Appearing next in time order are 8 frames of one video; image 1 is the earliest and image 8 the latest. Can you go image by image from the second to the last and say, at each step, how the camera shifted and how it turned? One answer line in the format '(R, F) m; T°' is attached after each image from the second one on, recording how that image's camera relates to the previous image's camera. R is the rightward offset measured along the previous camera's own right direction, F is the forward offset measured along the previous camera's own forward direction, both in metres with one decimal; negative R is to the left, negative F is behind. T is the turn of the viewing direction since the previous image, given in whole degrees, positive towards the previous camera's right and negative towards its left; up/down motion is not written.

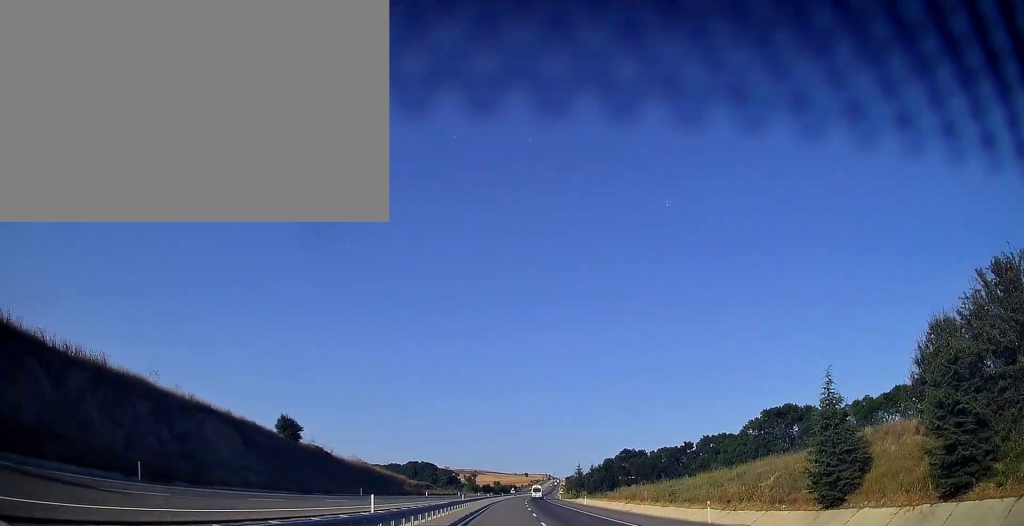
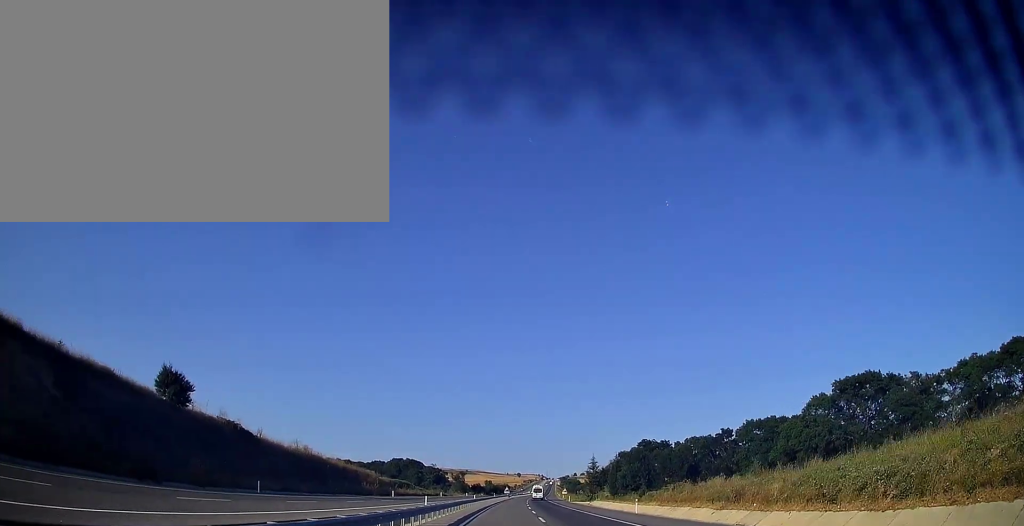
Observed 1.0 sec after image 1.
(+0.2, +30.3) m; +1°
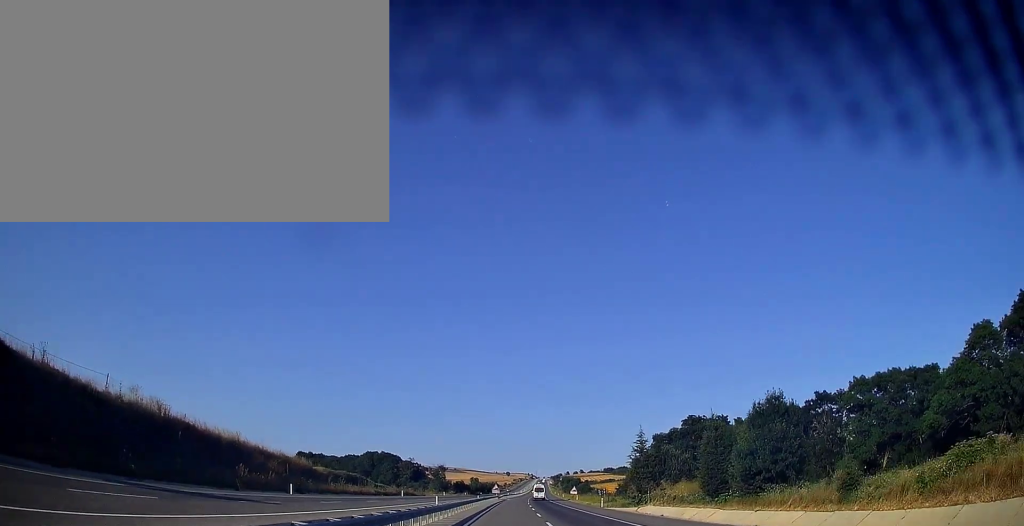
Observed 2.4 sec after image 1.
(+0.3, +41.0) m; +2°
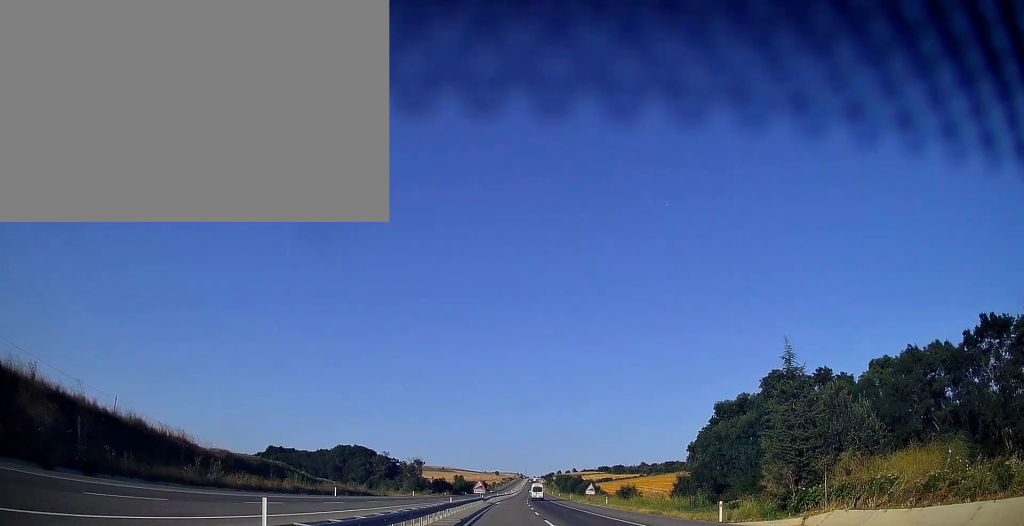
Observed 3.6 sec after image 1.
(+0.7, +34.2) m; +1°
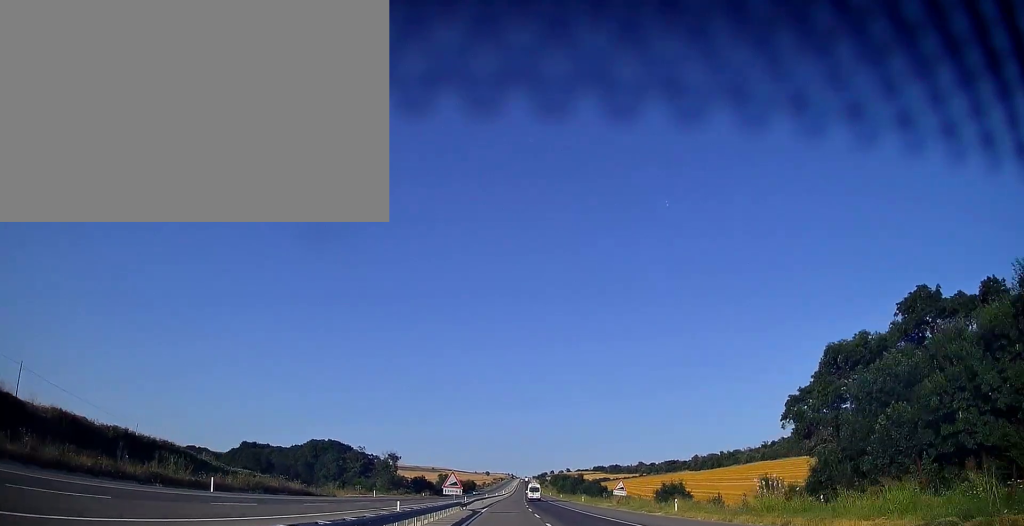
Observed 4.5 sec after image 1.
(-0.4, +26.4) m; 0°
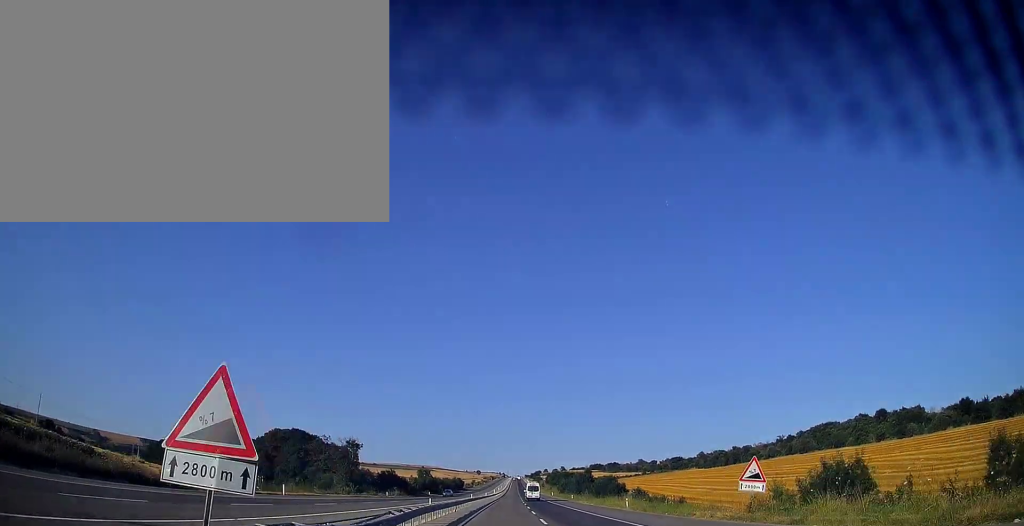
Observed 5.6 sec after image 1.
(+0.4, +32.4) m; +2°
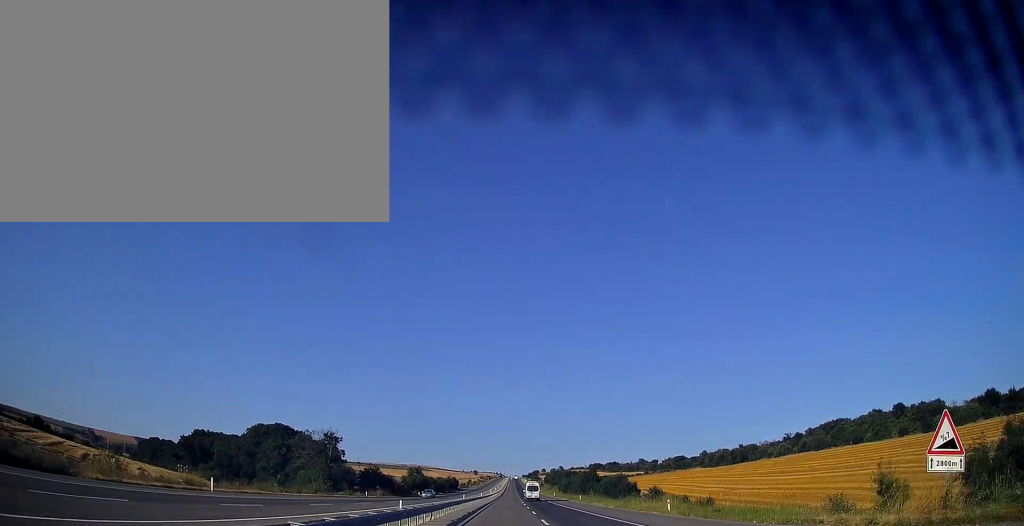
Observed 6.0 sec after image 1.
(+0.1, +12.8) m; 0°
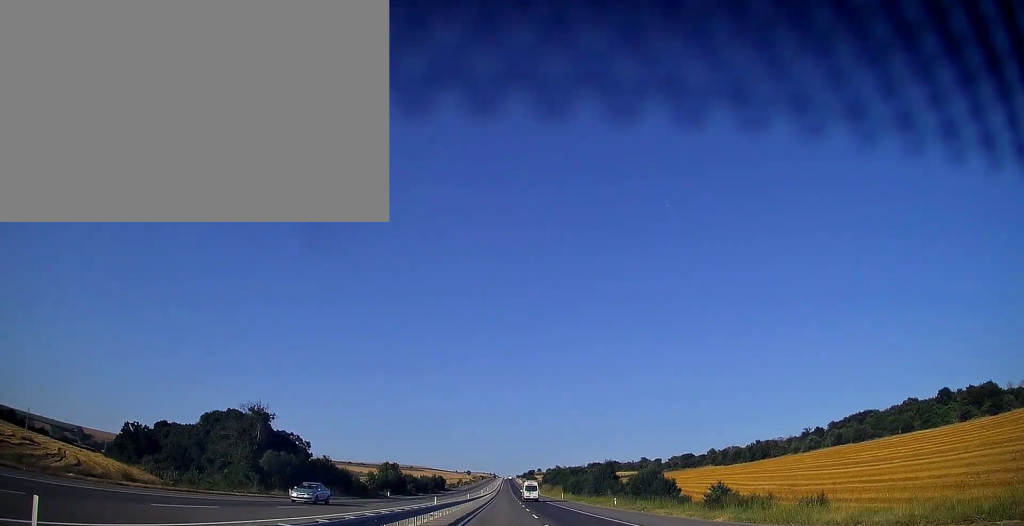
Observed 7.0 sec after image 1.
(+0.2, +28.6) m; +1°
